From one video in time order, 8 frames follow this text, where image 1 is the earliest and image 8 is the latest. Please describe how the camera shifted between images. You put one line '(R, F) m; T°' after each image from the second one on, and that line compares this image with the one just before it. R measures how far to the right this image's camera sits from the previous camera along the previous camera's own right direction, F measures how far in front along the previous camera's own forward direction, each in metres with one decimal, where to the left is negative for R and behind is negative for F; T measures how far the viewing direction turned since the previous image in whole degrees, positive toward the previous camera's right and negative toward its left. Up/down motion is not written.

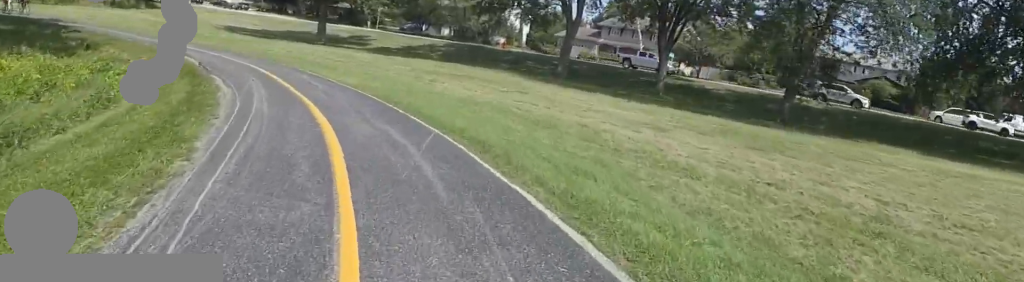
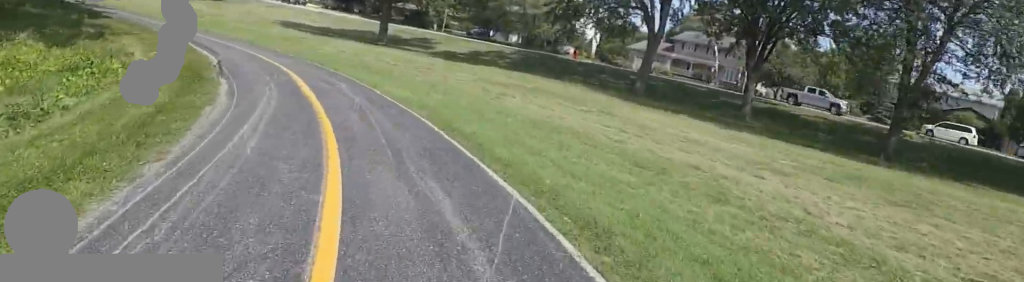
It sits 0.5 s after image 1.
(-0.5, +3.2) m; -8°
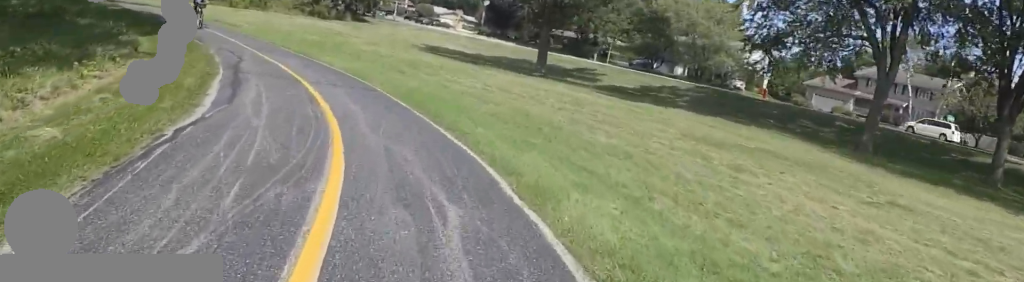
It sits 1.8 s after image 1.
(-1.2, +7.7) m; -19°
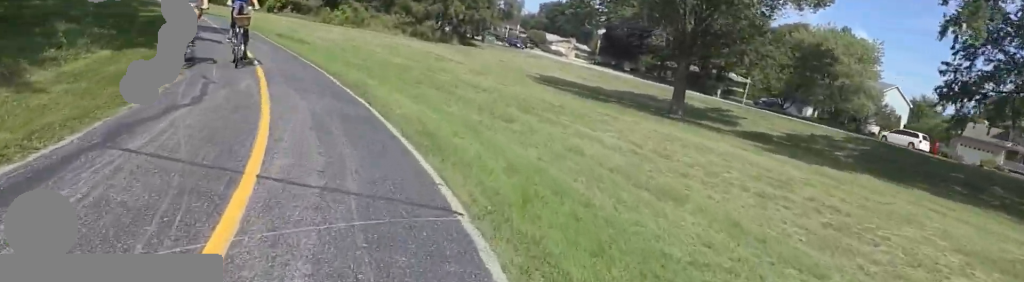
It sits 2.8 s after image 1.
(-1.0, +6.9) m; -5°
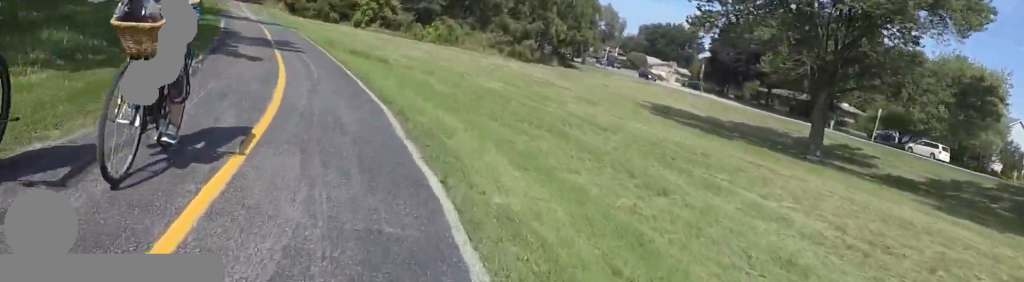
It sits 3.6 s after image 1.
(+0.3, +4.5) m; -4°
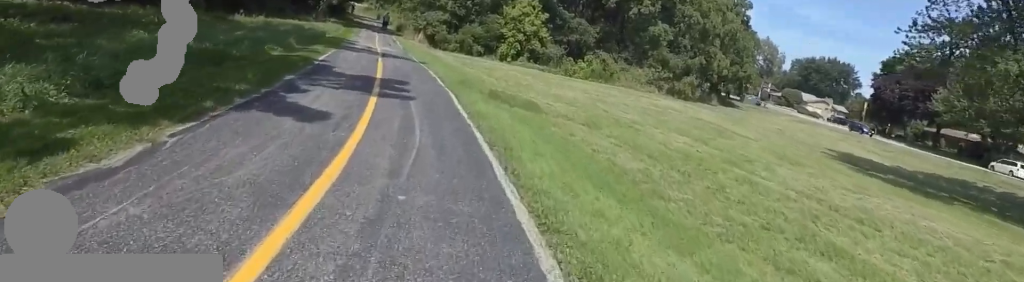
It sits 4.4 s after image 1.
(-0.2, +5.3) m; -10°
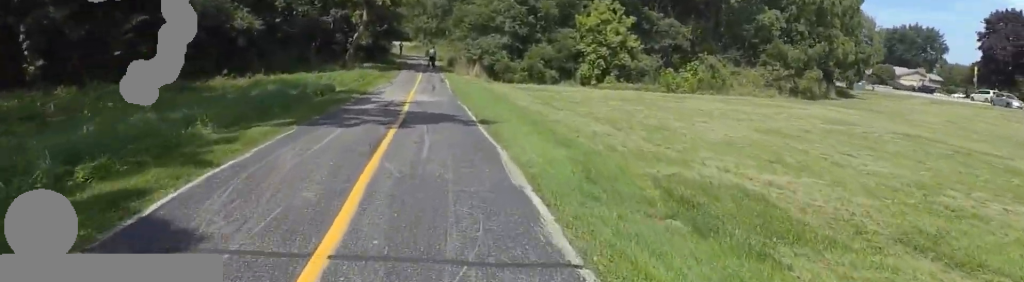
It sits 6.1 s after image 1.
(-1.9, +10.8) m; -10°
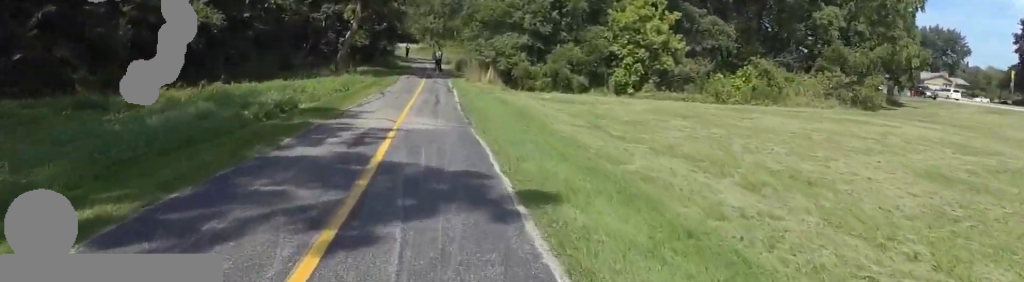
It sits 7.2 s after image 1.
(0.0, +6.5) m; +1°
